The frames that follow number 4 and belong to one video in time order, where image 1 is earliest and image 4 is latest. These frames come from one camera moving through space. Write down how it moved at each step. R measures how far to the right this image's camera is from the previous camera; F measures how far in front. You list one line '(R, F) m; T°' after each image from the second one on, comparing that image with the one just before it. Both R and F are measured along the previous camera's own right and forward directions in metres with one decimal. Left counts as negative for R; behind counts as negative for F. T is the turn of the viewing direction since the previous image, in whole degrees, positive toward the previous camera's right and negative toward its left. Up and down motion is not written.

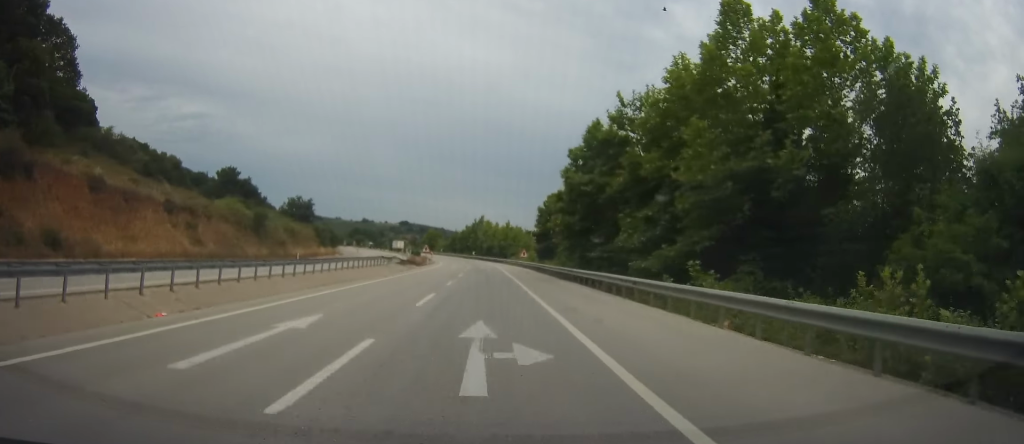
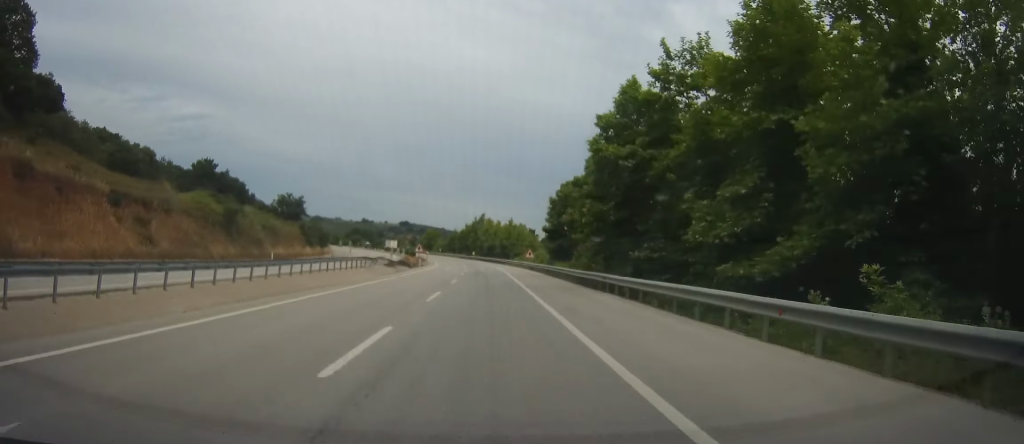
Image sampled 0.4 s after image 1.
(-0.2, +10.5) m; -1°
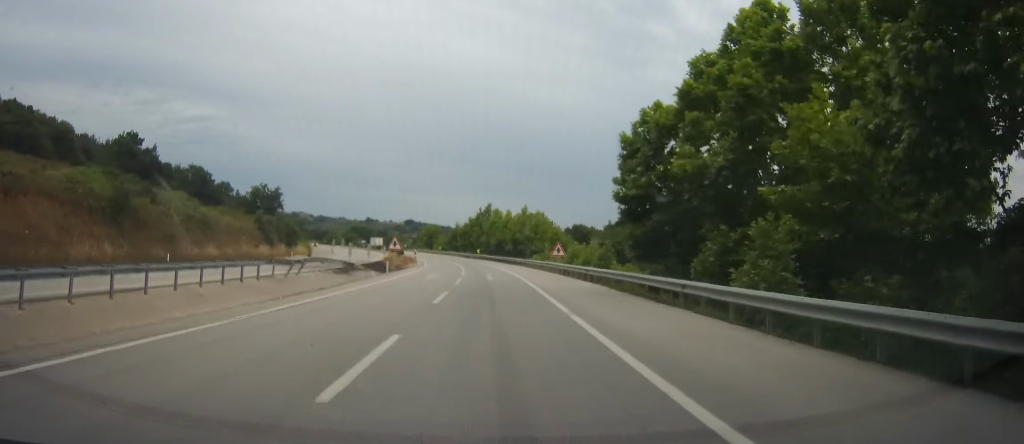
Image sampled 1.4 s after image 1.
(-0.4, +26.4) m; -1°
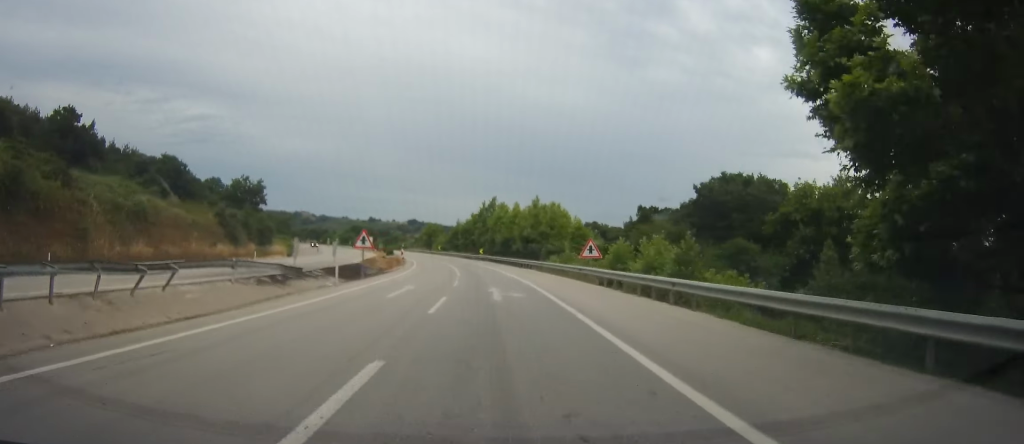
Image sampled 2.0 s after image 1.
(+0.1, +15.6) m; 0°
